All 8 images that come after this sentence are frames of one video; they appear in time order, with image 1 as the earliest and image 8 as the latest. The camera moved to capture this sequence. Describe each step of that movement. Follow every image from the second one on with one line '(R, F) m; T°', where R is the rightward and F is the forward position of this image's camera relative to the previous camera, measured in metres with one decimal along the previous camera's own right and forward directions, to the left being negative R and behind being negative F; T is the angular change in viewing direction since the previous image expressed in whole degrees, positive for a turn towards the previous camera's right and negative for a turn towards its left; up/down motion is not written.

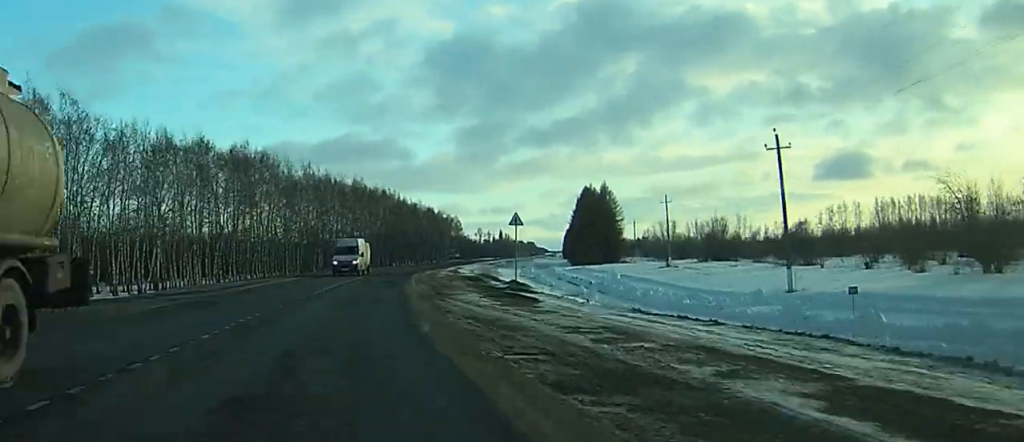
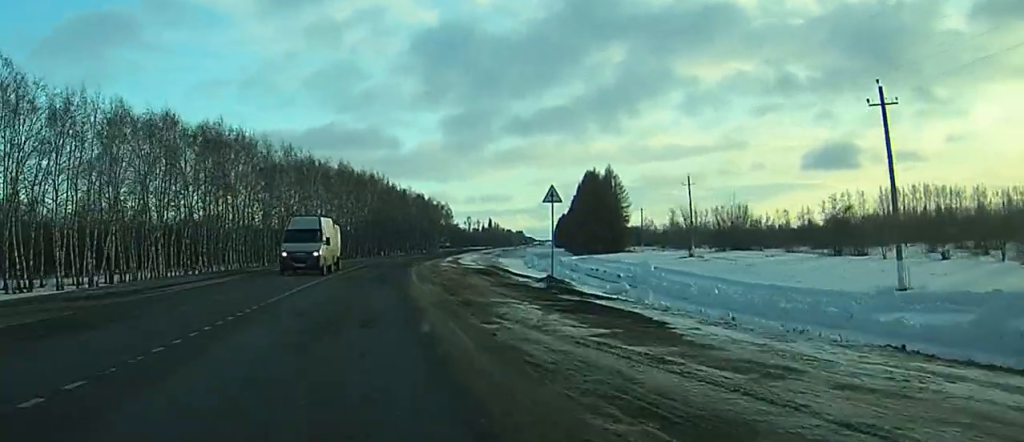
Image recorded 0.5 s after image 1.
(+0.2, +12.1) m; +1°
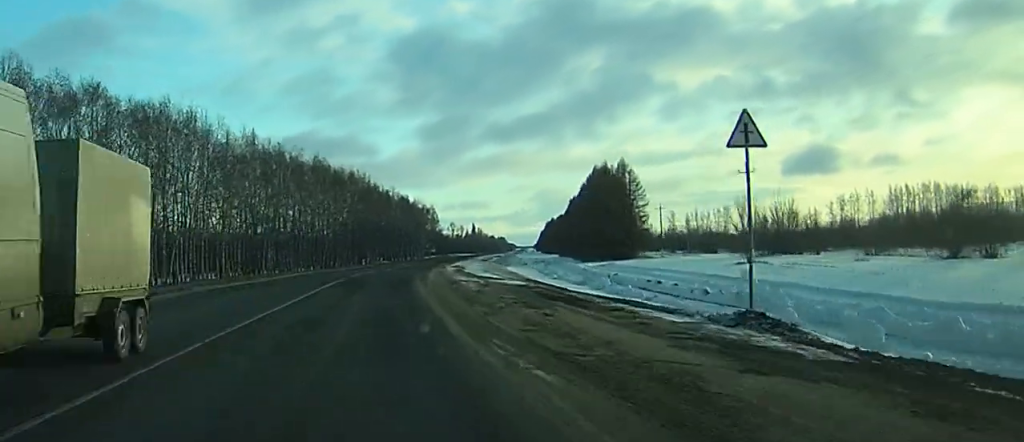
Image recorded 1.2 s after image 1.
(+0.2, +19.9) m; +2°
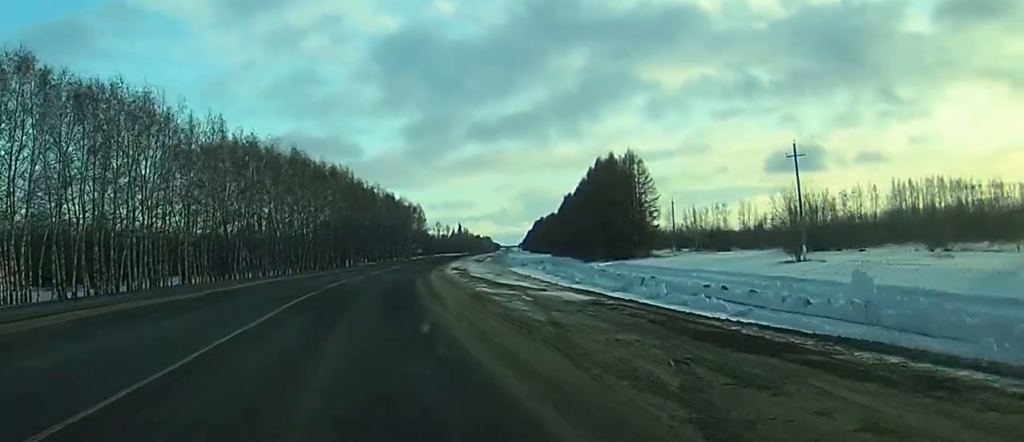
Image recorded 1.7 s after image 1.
(+0.1, +12.2) m; +1°
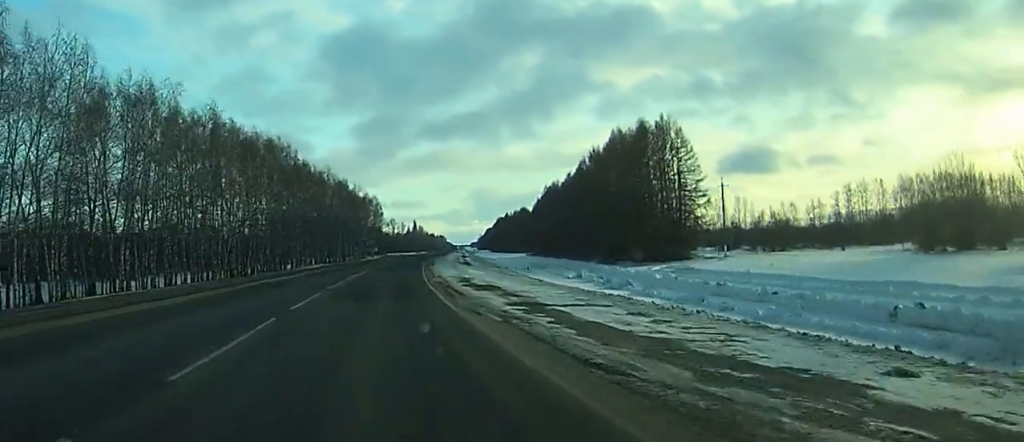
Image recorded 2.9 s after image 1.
(+0.7, +32.9) m; +9°
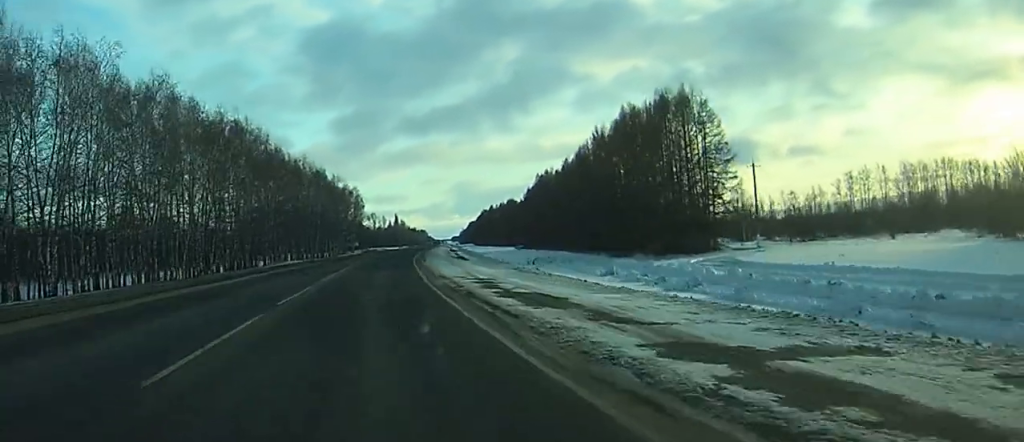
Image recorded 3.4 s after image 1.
(+1.5, +12.8) m; +1°
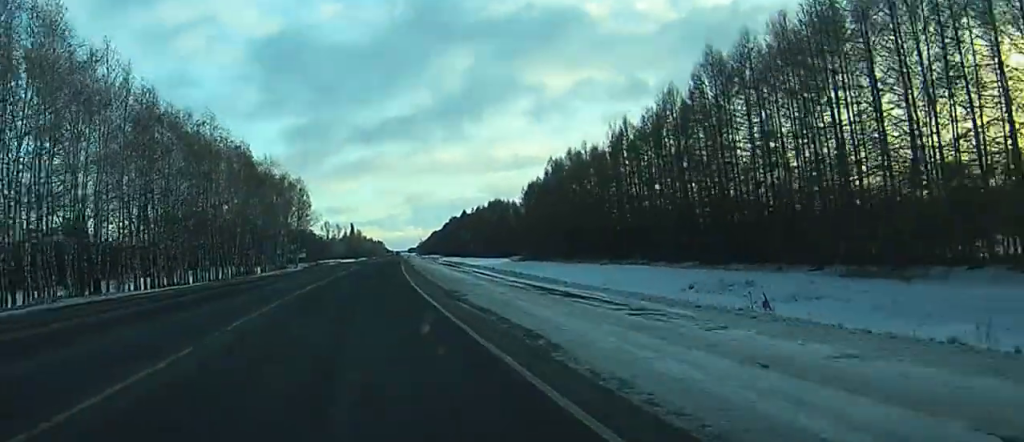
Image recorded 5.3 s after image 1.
(-0.4, +56.1) m; -2°
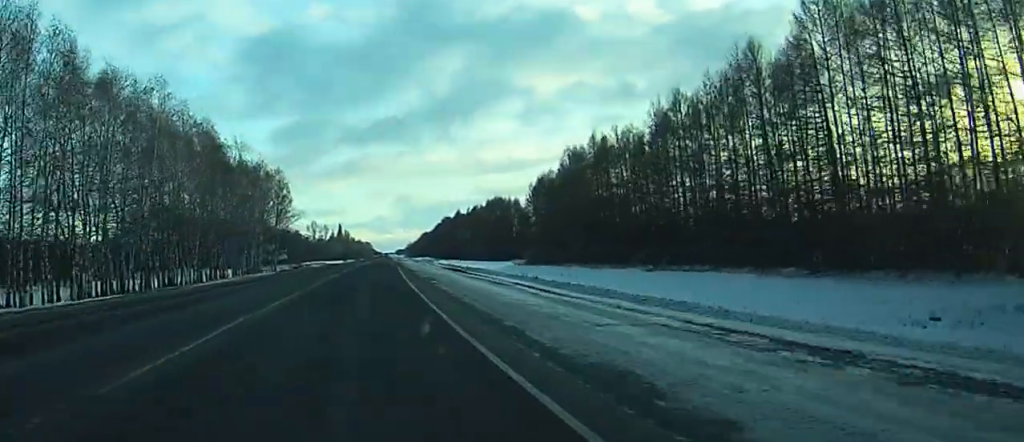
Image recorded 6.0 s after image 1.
(+0.4, +19.7) m; 0°
